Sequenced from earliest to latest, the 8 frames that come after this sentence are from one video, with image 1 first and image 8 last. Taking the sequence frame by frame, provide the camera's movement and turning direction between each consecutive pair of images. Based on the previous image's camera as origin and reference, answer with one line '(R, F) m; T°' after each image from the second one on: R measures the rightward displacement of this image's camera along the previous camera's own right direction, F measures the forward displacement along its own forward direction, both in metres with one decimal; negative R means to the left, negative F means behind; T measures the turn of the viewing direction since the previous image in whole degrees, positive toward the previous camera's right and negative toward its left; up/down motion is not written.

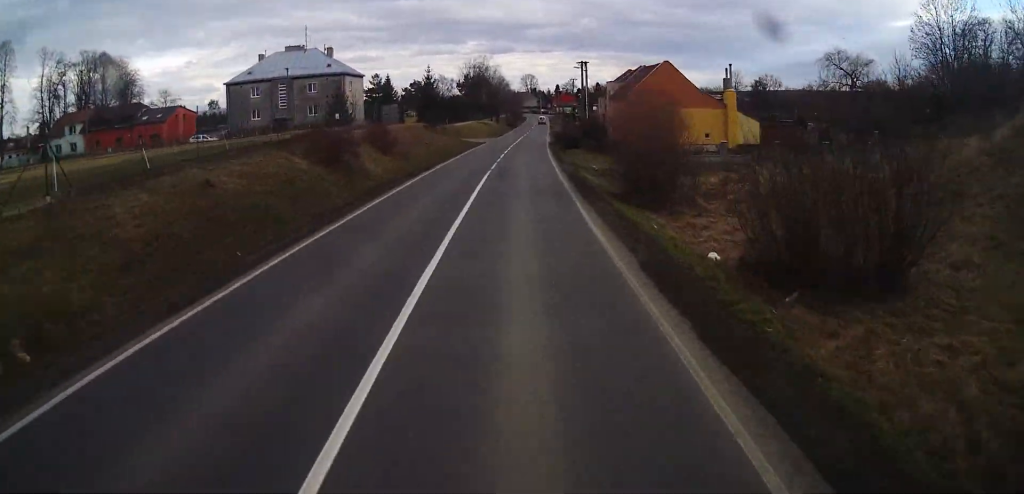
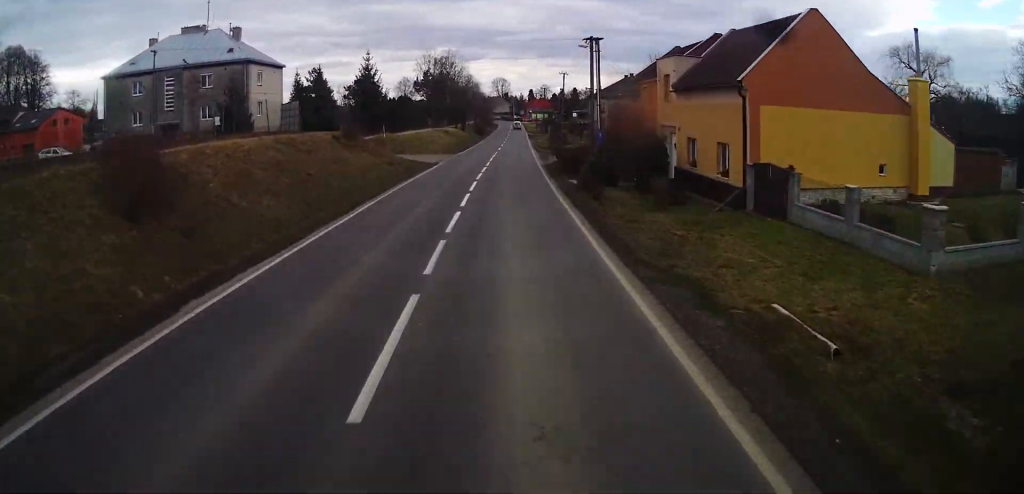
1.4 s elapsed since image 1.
(+0.2, +25.2) m; +1°
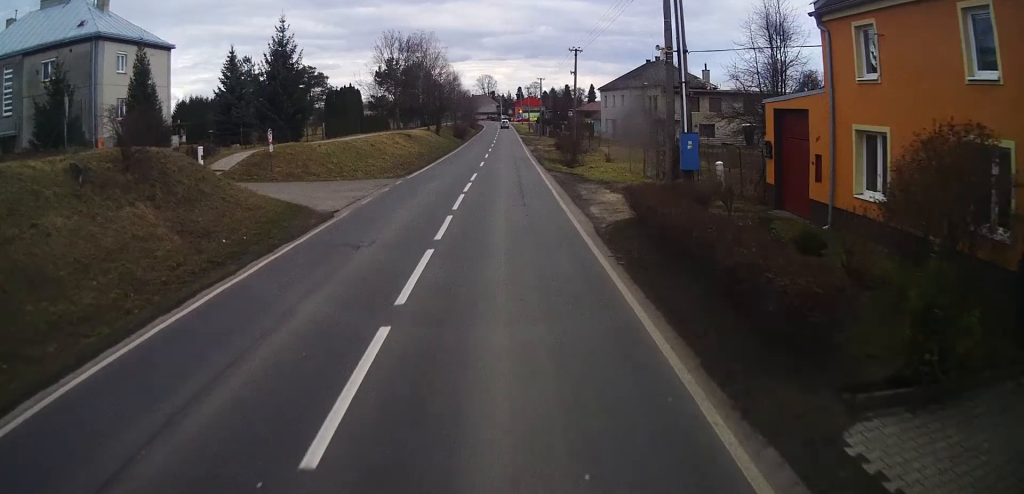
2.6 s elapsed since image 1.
(+0.4, +23.3) m; +2°
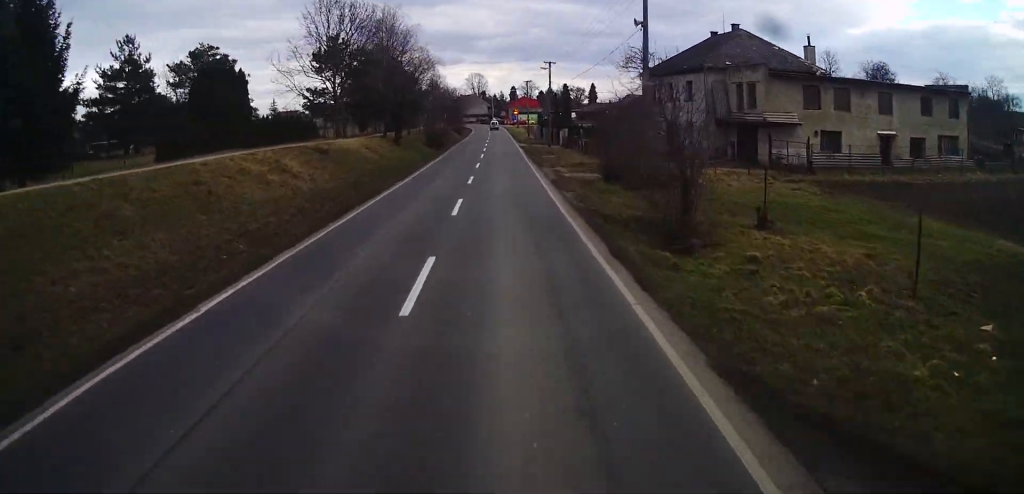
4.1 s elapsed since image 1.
(+0.4, +26.1) m; +1°
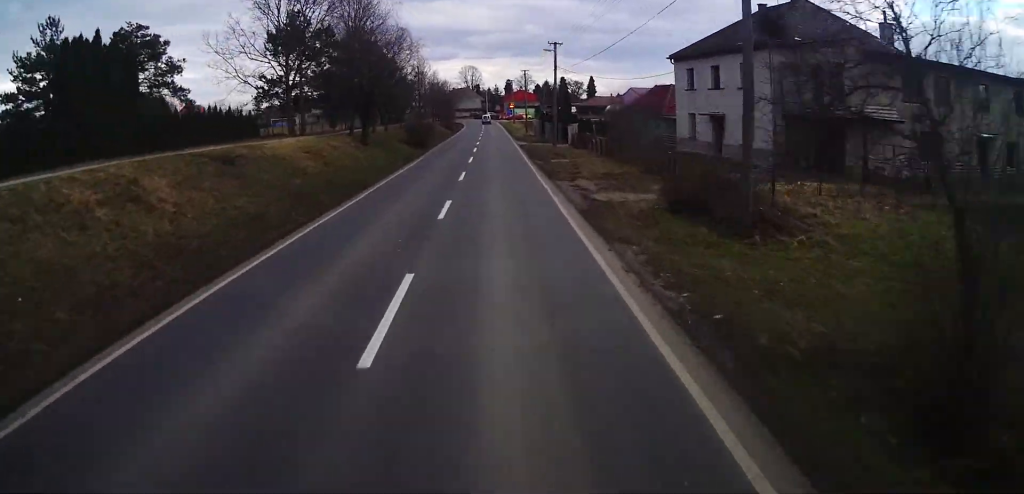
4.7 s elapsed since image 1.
(0.0, +10.9) m; 0°
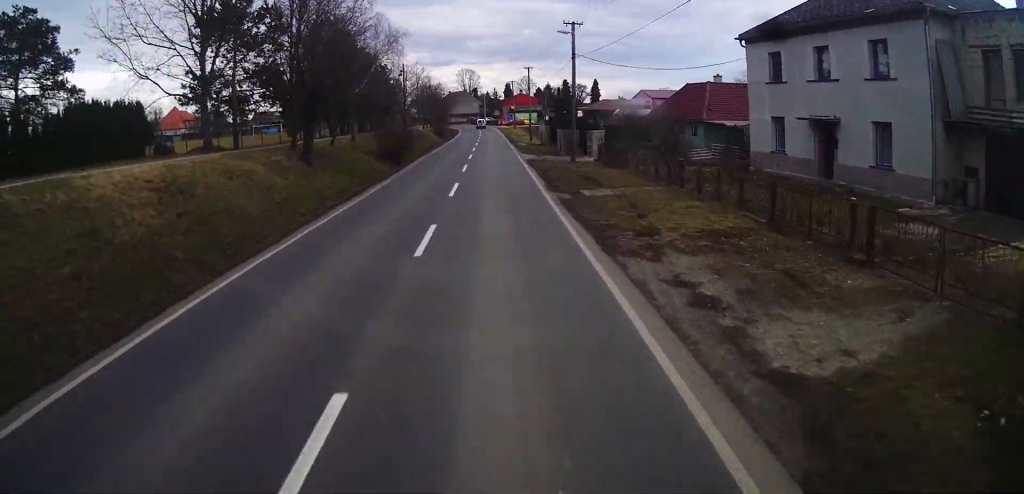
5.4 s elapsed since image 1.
(0.0, +12.7) m; 0°
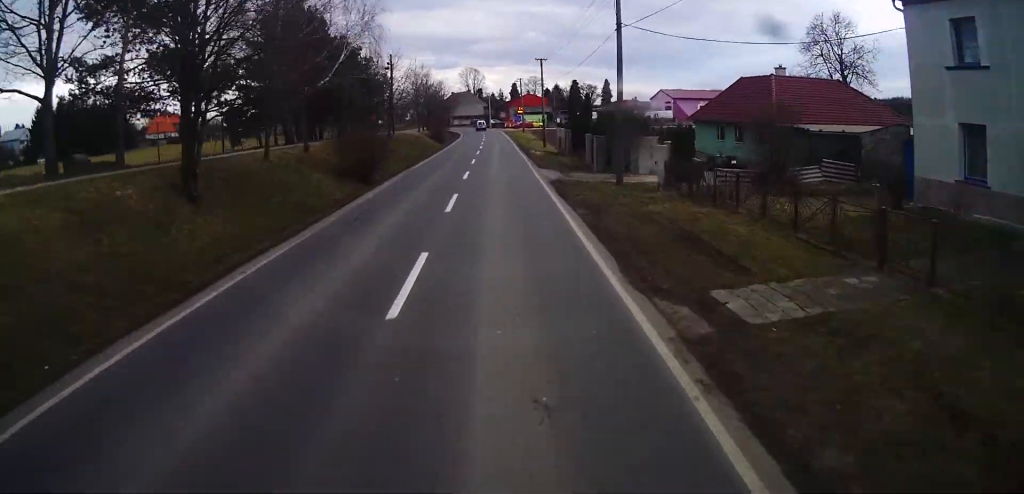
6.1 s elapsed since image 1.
(0.0, +12.7) m; 0°
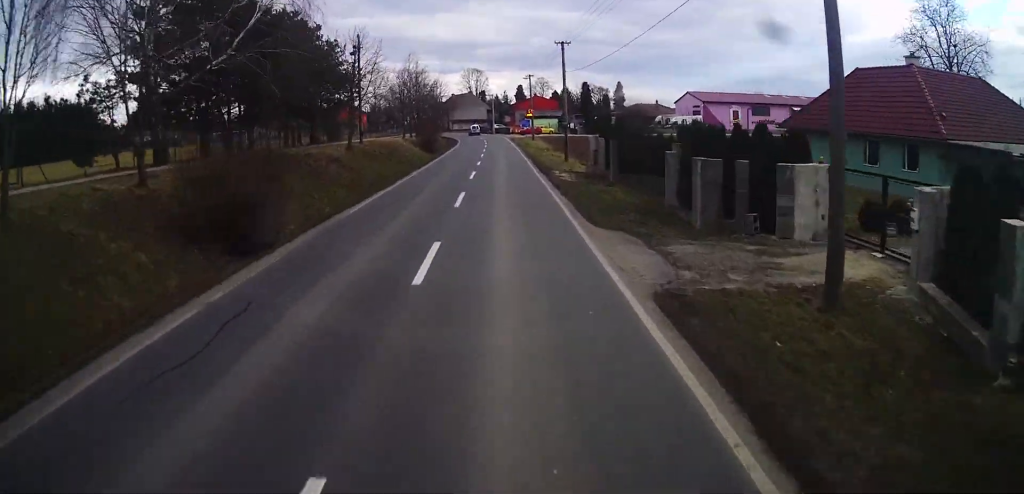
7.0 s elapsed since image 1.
(0.0, +17.0) m; 0°
